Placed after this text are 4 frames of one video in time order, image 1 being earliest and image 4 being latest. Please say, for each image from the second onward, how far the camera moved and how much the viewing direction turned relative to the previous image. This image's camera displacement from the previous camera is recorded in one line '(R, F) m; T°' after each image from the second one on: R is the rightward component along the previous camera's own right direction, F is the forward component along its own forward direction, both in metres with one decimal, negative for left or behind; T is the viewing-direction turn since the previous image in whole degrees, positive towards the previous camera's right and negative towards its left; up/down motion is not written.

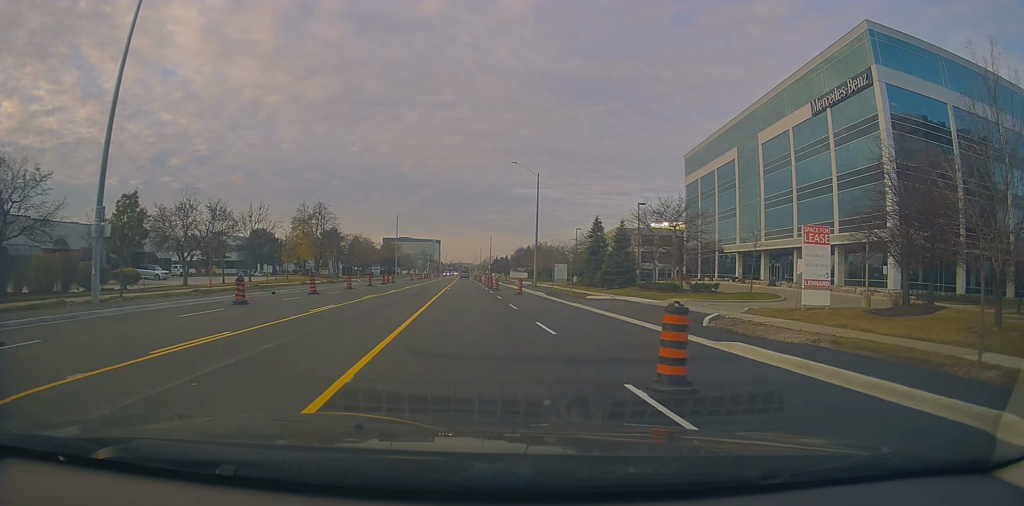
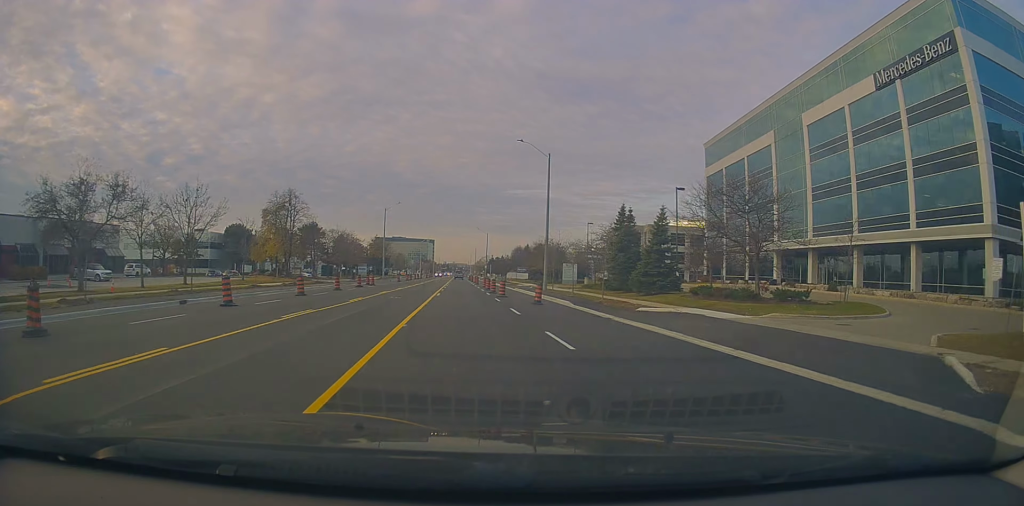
(+0.1, +11.6) m; +1°
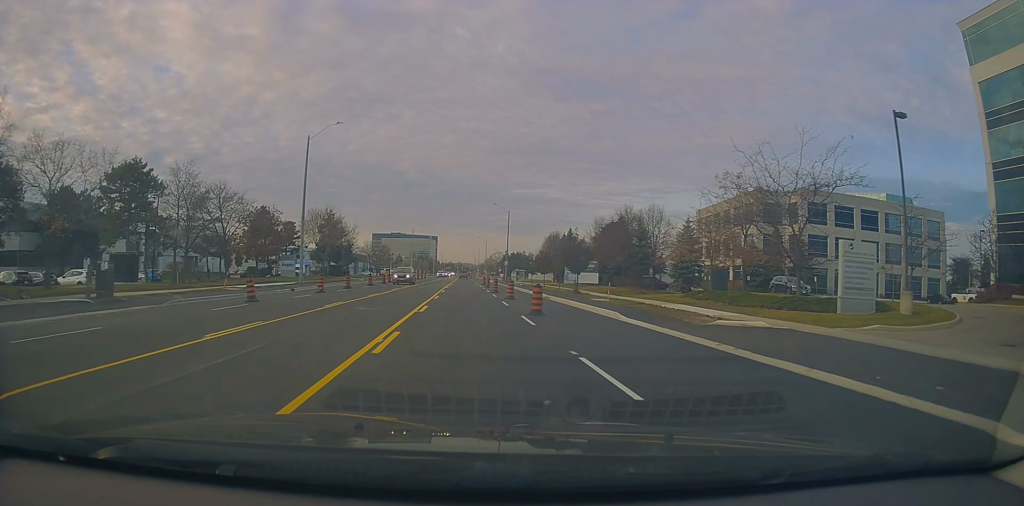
(+0.6, +58.2) m; -1°
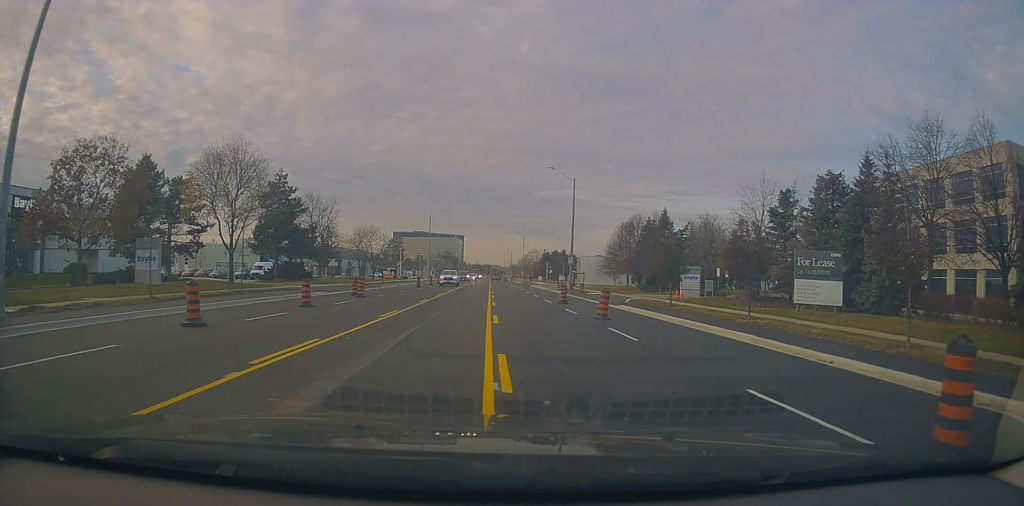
(+0.2, +37.4) m; -1°
